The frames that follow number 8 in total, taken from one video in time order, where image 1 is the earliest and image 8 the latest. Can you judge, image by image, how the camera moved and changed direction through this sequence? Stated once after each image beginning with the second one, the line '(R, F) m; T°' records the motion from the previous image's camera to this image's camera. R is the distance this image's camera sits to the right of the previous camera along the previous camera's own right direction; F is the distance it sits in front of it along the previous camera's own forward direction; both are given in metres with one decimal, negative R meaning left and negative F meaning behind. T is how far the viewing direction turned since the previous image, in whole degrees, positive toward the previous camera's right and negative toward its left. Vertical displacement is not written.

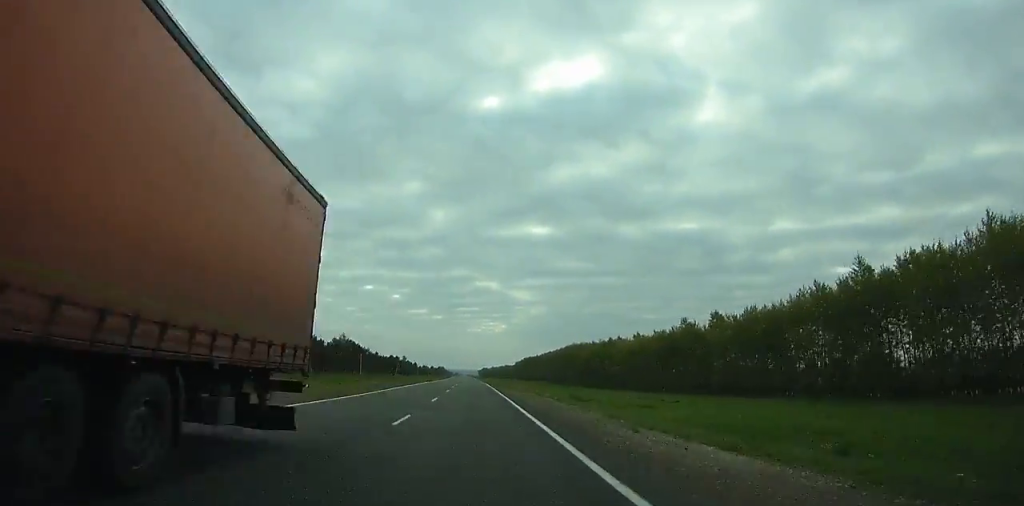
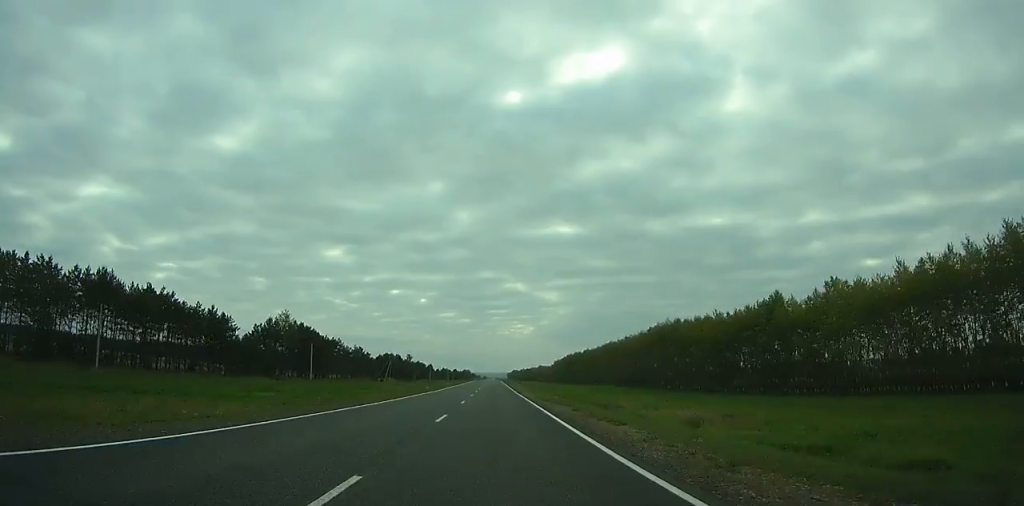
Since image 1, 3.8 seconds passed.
(-4.4, +93.8) m; -4°
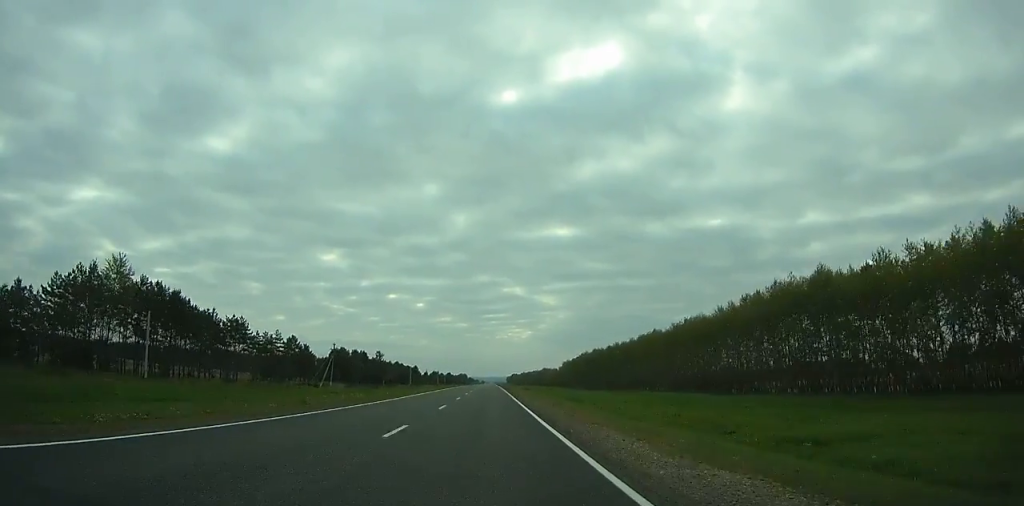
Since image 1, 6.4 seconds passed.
(-0.9, +63.9) m; -1°
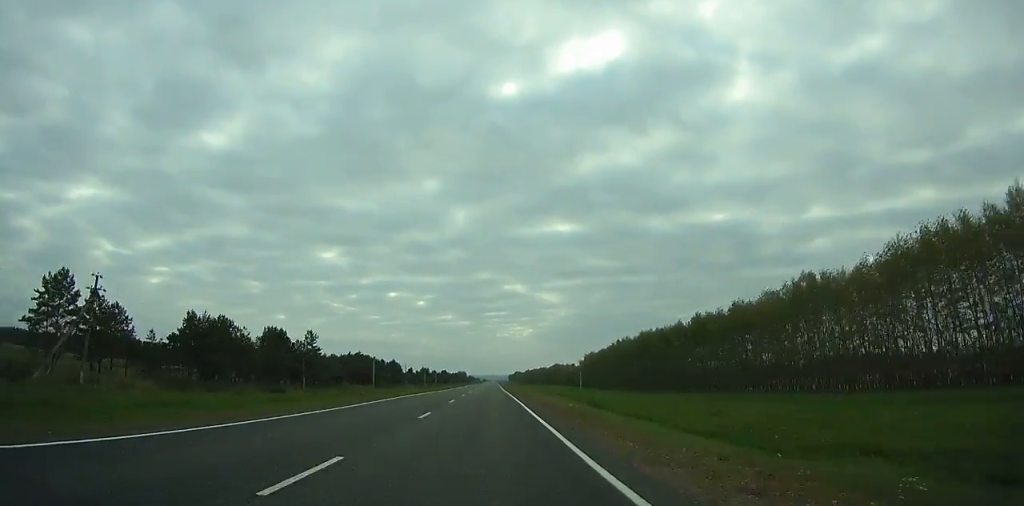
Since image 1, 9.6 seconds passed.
(-0.2, +78.4) m; 0°
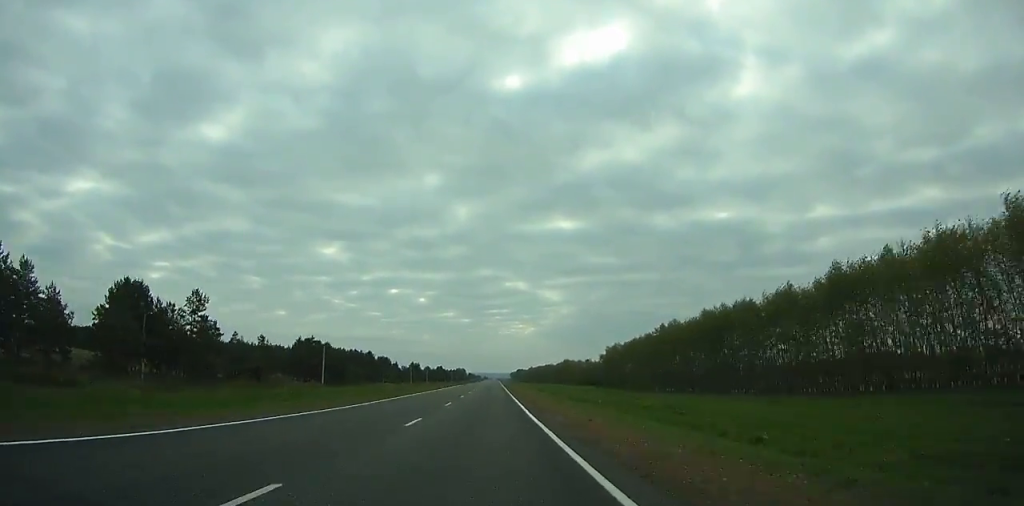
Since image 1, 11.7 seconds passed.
(0.0, +51.4) m; 0°
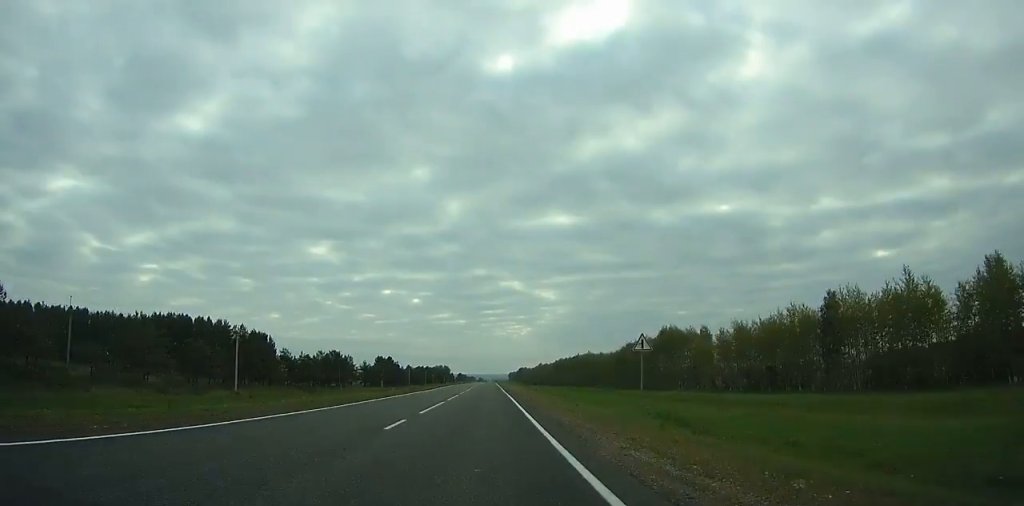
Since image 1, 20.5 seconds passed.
(+0.8, +216.5) m; 0°
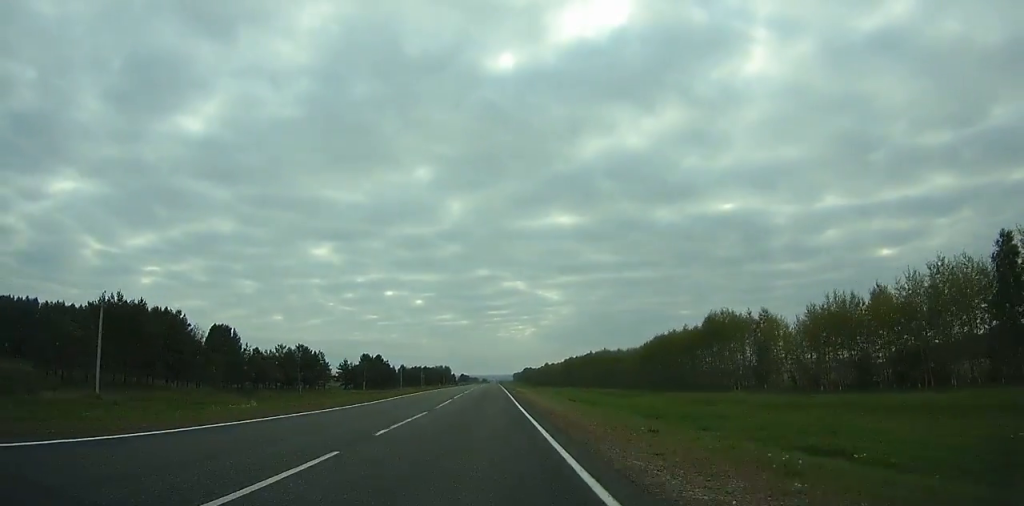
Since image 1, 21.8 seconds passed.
(+0.1, +31.9) m; 0°
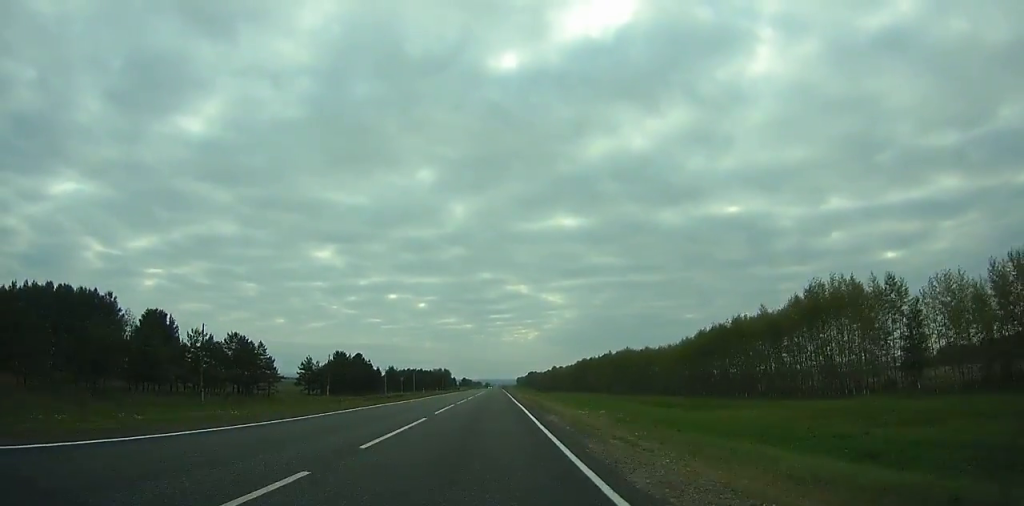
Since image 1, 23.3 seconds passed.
(0.0, +36.9) m; 0°
